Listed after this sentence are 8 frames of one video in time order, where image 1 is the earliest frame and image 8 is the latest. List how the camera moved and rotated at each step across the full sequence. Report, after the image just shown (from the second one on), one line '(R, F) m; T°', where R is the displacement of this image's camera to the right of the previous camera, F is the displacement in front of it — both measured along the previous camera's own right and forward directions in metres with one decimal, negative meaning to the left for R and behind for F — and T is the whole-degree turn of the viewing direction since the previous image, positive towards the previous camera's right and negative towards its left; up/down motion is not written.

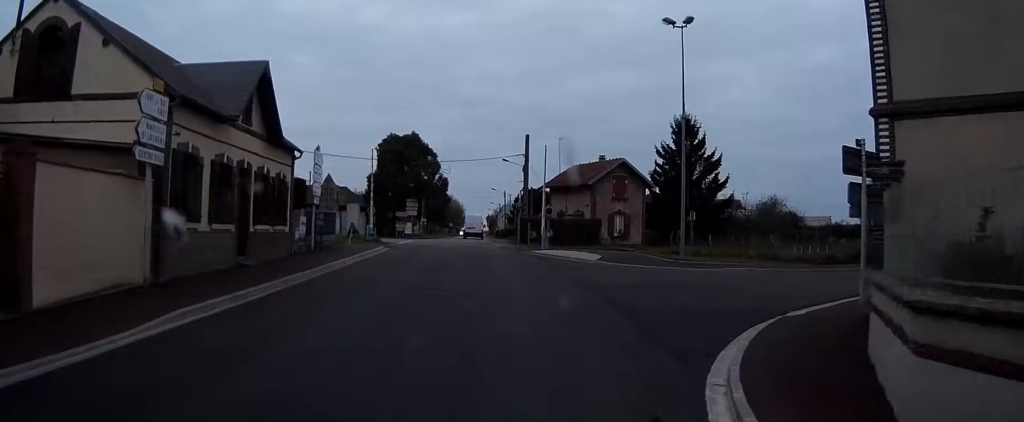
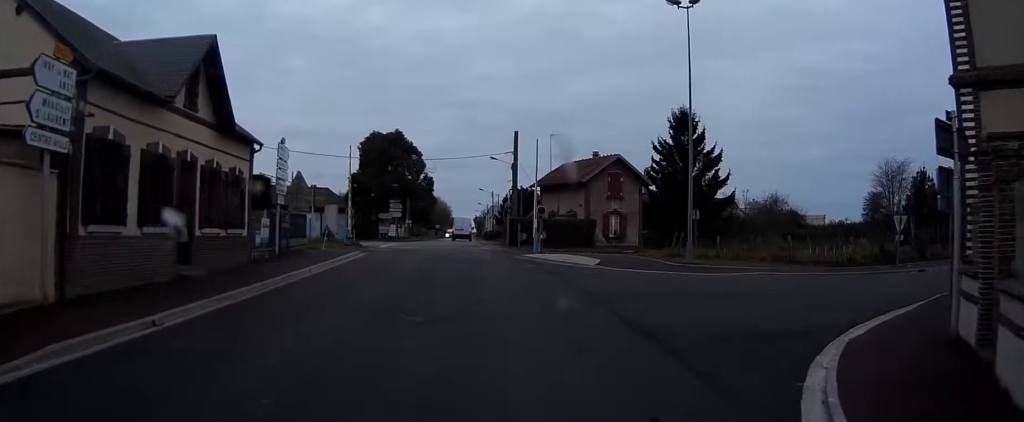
(+0.2, +3.6) m; +3°
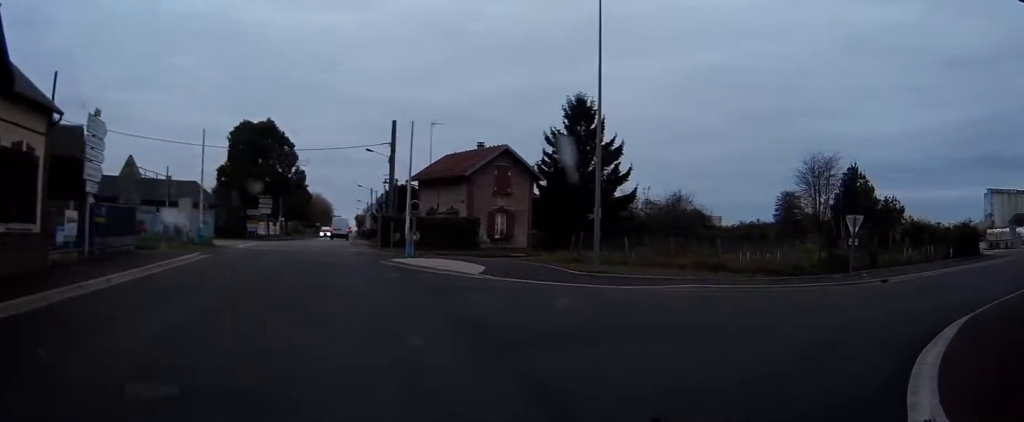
(+0.4, +6.4) m; +8°
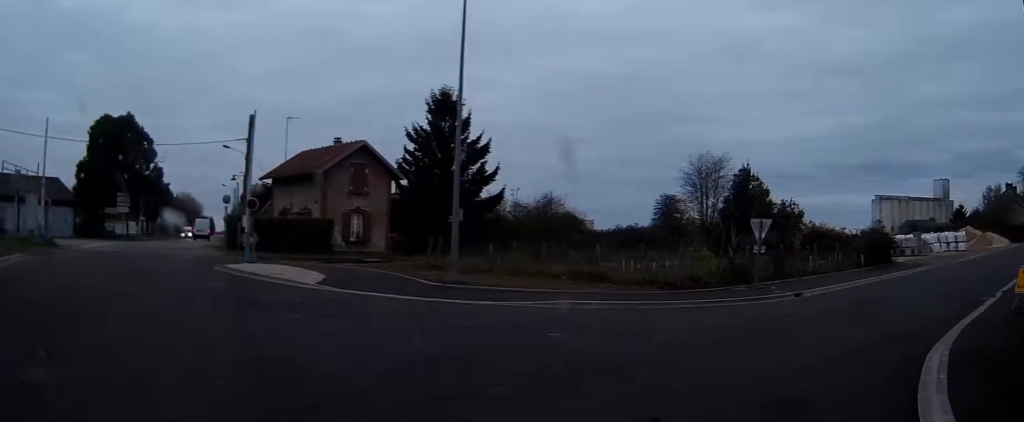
(-0.3, +4.2) m; +9°
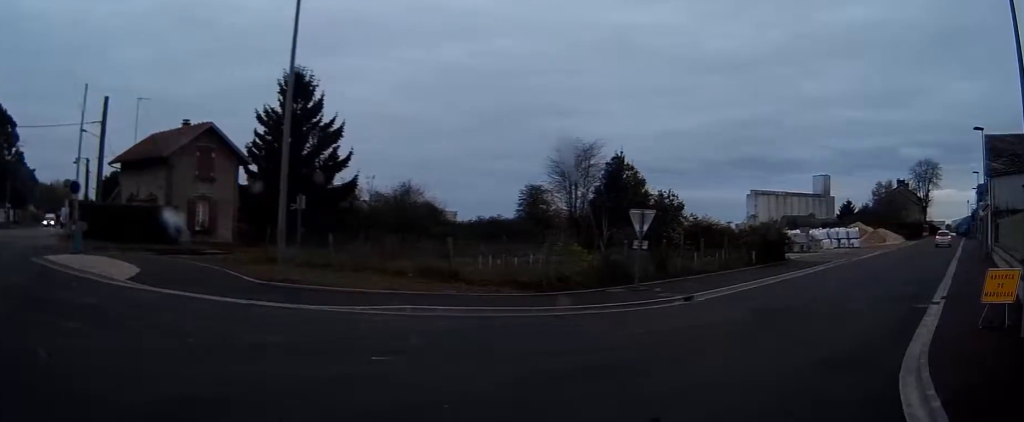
(+0.7, +3.6) m; +11°
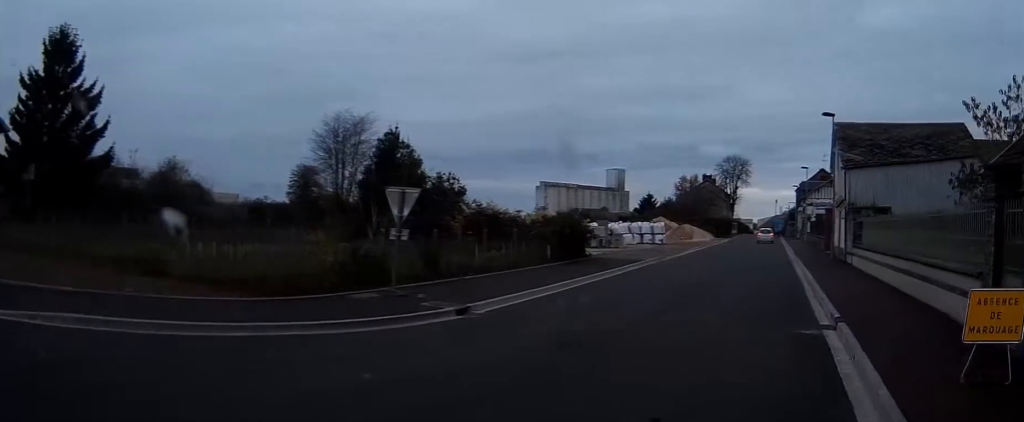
(+1.0, +5.8) m; +16°
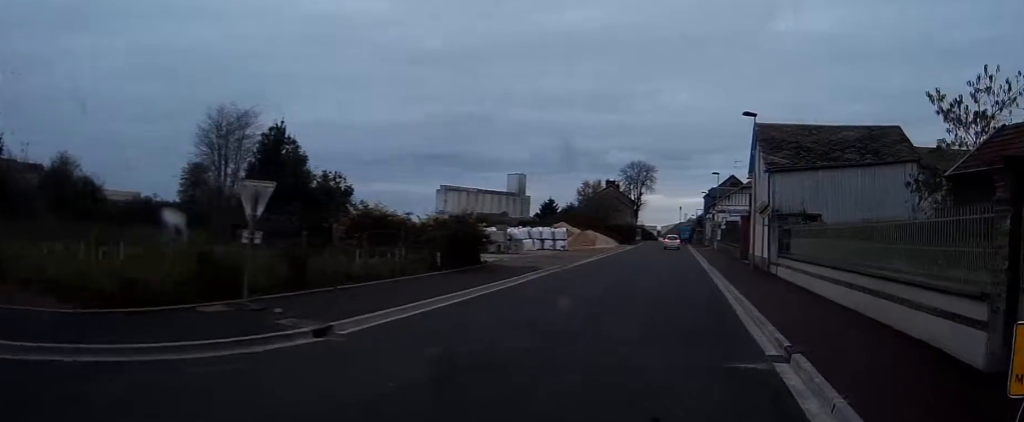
(+0.2, +2.9) m; +5°
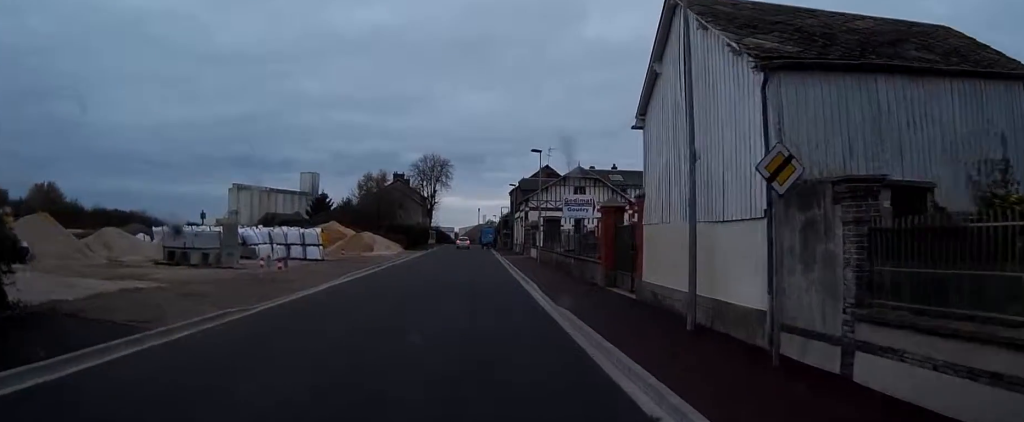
(+3.7, +21.1) m; +13°
